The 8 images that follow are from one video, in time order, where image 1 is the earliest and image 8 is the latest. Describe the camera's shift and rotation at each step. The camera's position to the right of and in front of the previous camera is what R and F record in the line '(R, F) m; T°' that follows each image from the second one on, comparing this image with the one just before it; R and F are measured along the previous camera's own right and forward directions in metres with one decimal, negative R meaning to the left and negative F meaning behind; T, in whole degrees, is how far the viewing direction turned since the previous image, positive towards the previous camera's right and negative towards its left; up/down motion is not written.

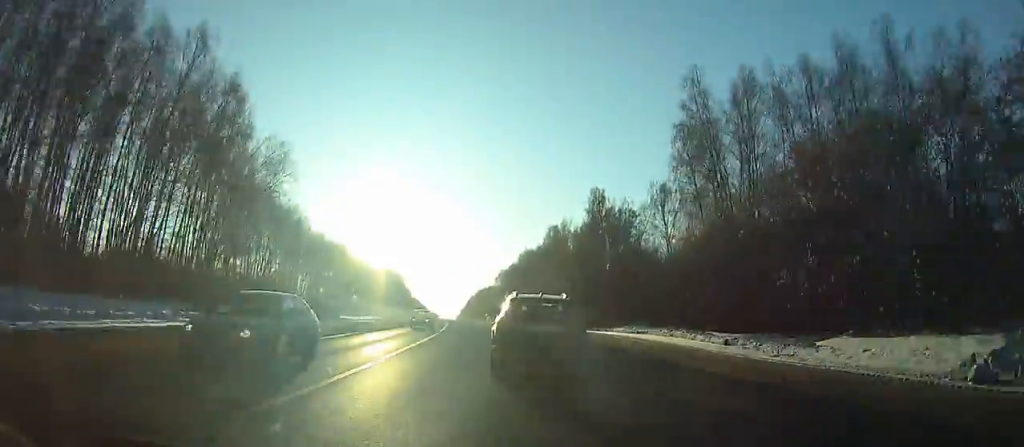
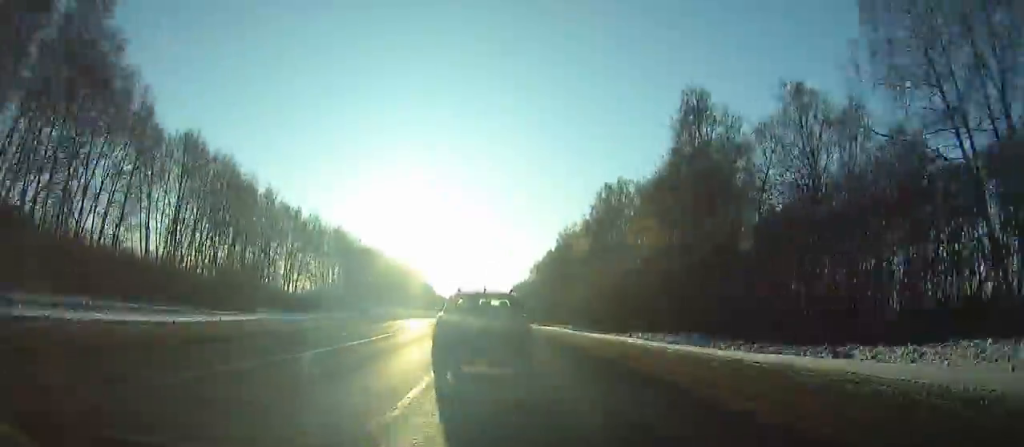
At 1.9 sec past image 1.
(-1.0, +38.7) m; -3°
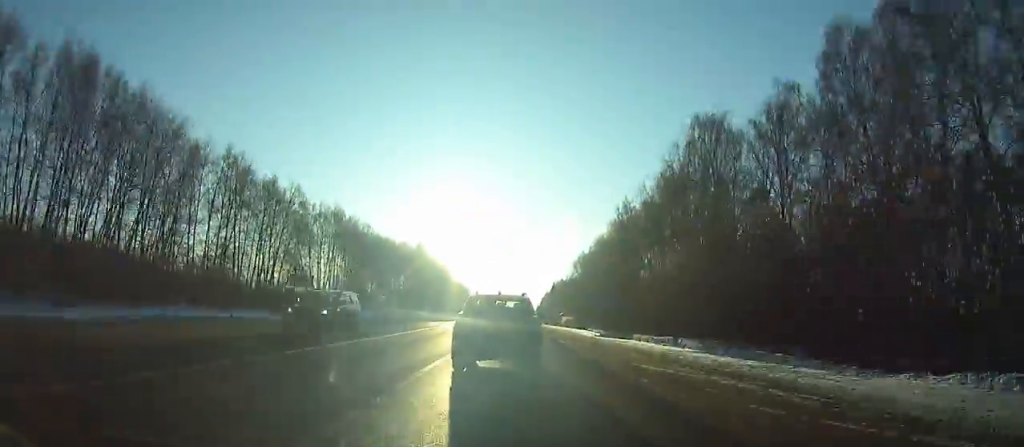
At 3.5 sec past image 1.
(-0.2, +32.5) m; -3°
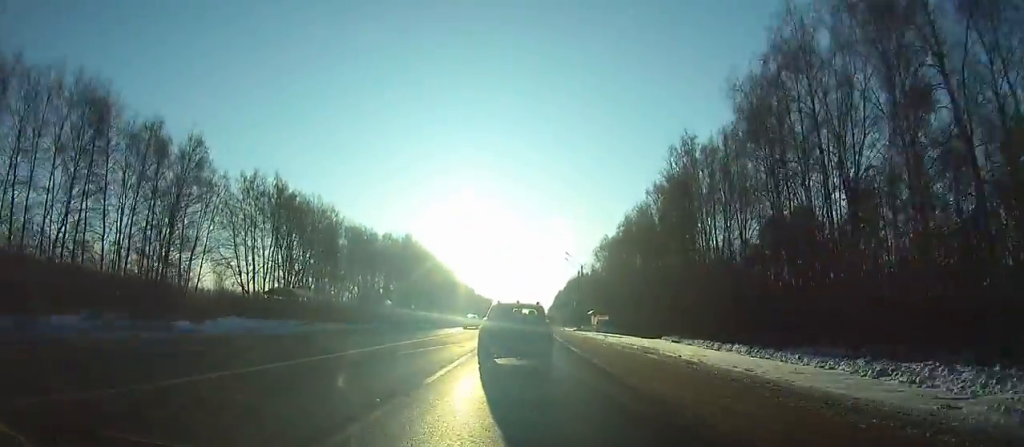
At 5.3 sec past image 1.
(-1.4, +36.2) m; -1°
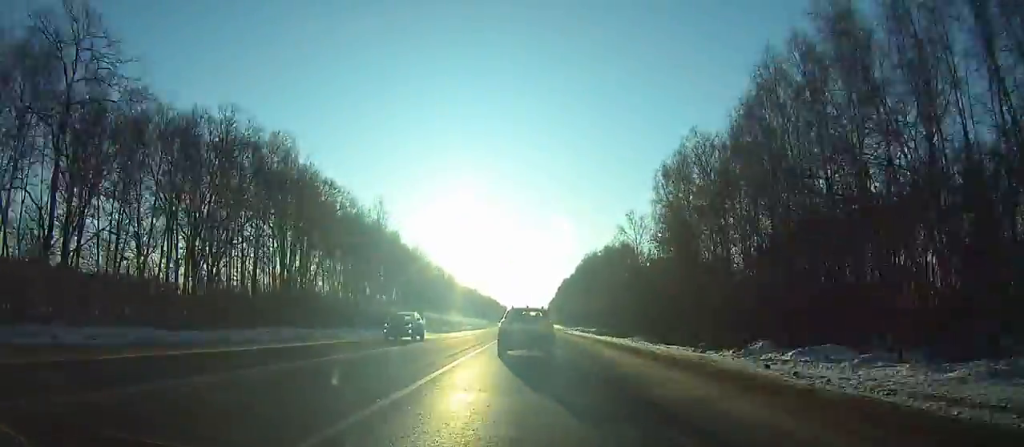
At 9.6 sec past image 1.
(-1.4, +87.3) m; 0°
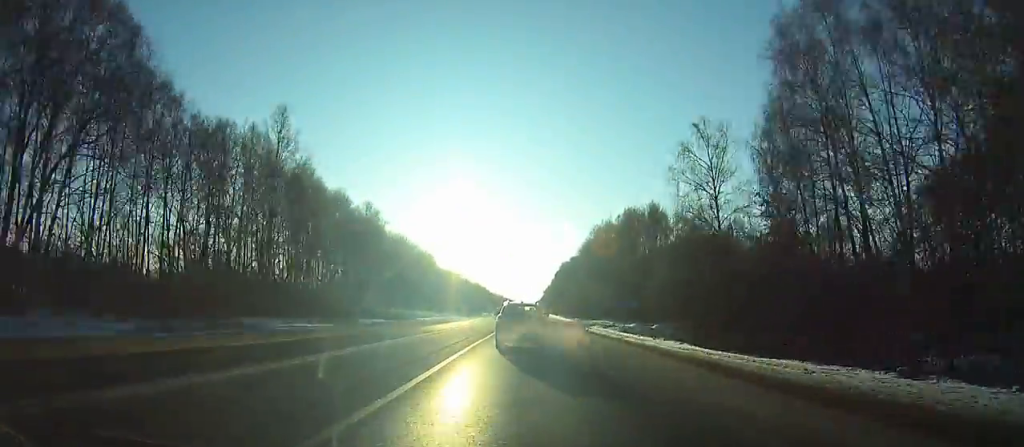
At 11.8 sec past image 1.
(+0.3, +46.2) m; +1°
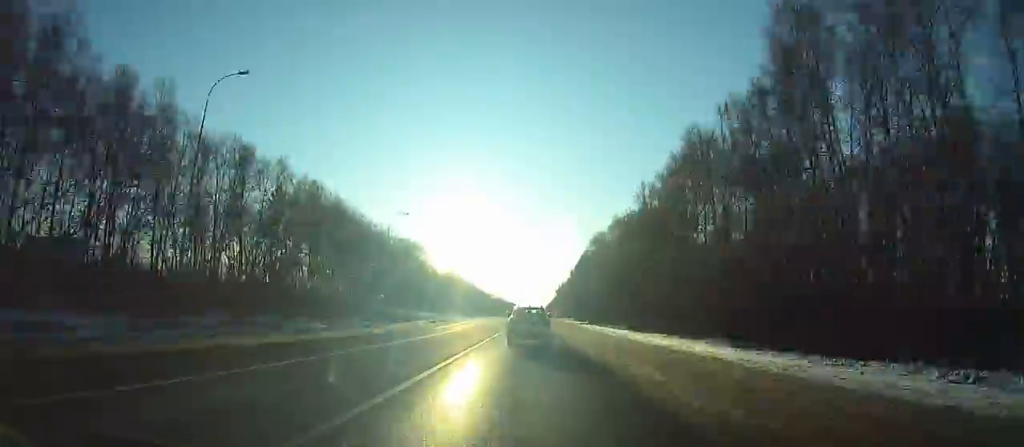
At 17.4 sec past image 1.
(+1.0, +122.0) m; +1°
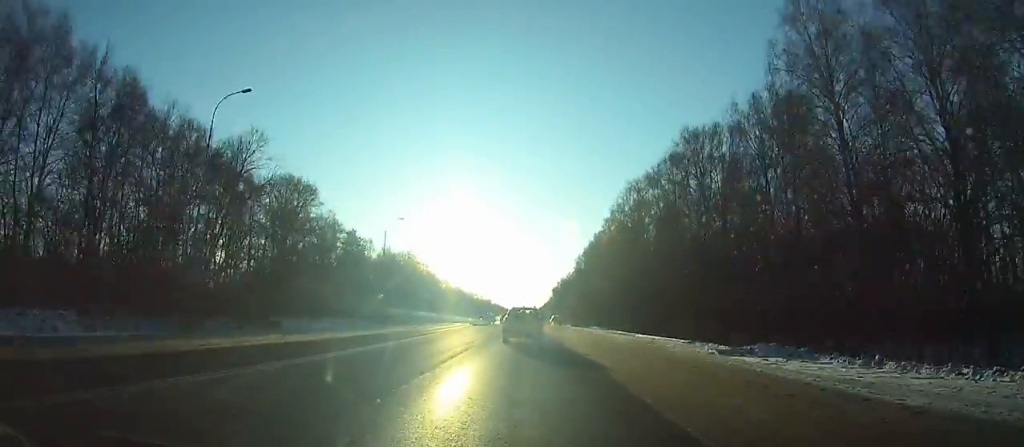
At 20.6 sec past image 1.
(+0.2, +72.2) m; 0°
